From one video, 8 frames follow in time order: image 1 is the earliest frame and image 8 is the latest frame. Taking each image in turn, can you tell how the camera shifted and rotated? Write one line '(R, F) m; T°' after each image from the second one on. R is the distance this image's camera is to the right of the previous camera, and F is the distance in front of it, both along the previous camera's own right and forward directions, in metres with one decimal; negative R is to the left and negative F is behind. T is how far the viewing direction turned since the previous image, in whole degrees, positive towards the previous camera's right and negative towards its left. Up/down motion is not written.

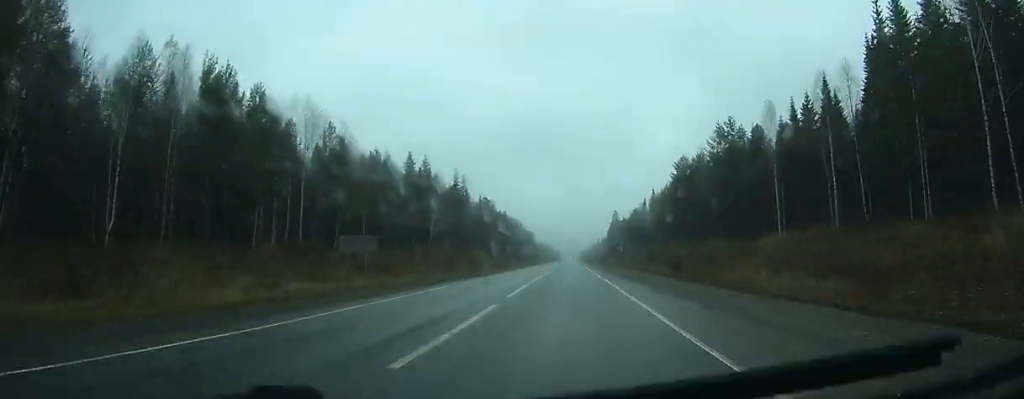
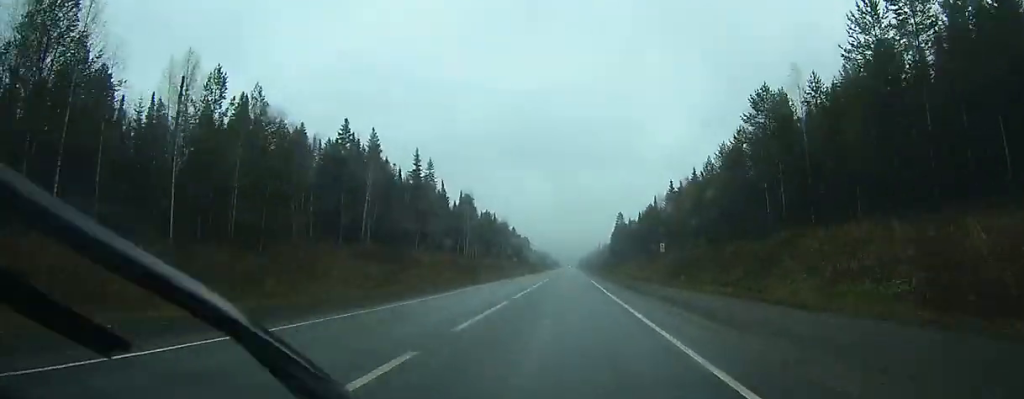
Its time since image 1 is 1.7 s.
(+0.4, +43.1) m; 0°
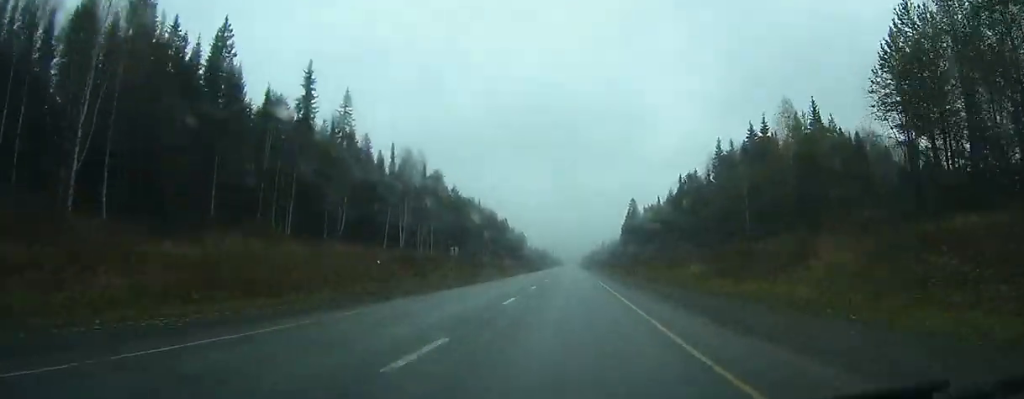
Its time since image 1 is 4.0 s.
(-0.3, +57.1) m; 0°
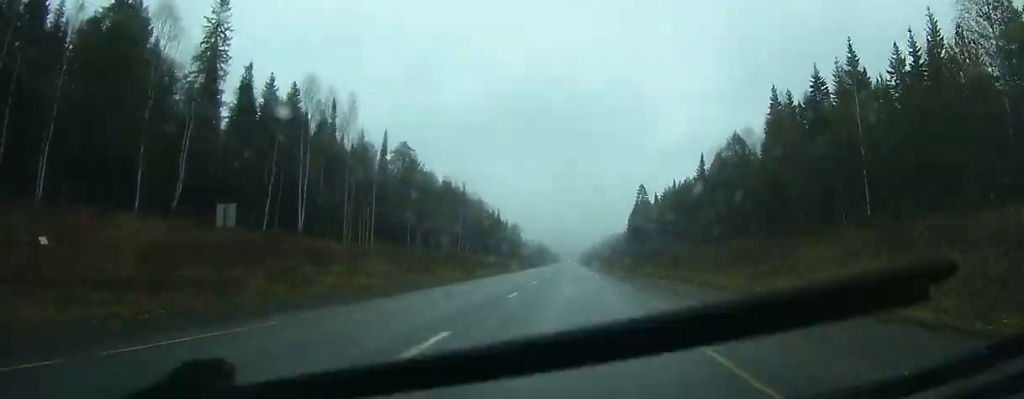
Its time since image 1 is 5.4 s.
(-0.2, +35.5) m; 0°
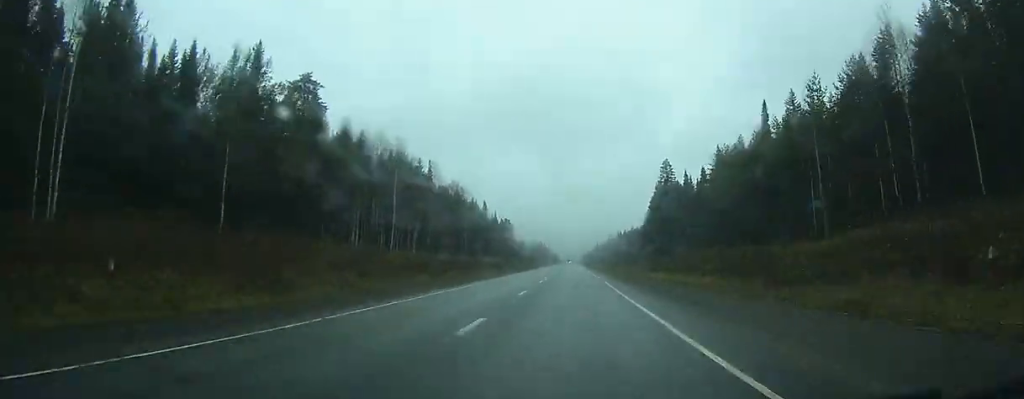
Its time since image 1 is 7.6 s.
(-0.1, +56.2) m; 0°
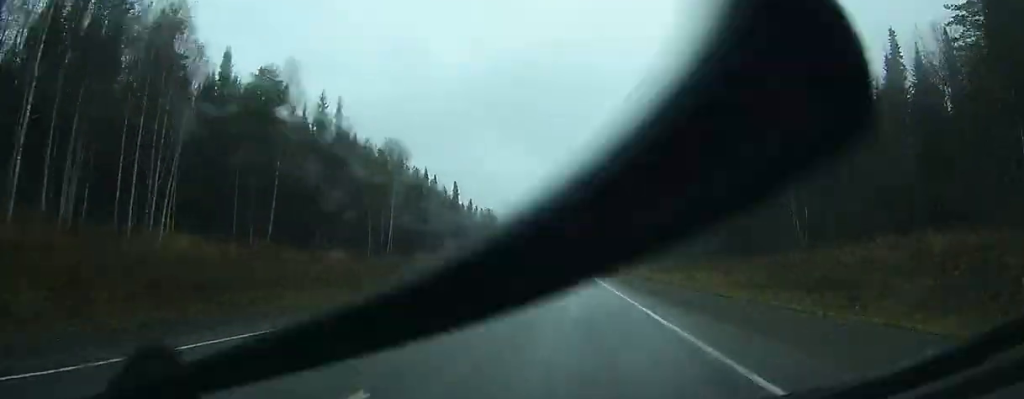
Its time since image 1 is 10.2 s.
(+0.2, +67.4) m; 0°
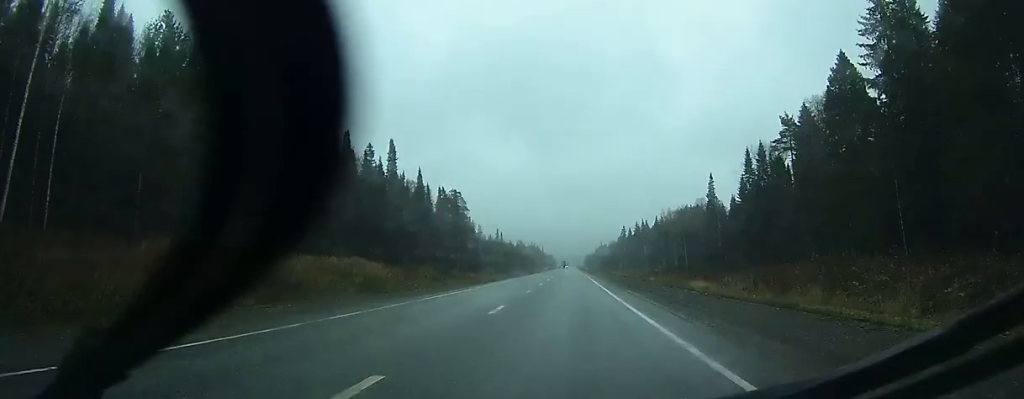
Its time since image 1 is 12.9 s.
(+0.1, +70.5) m; 0°
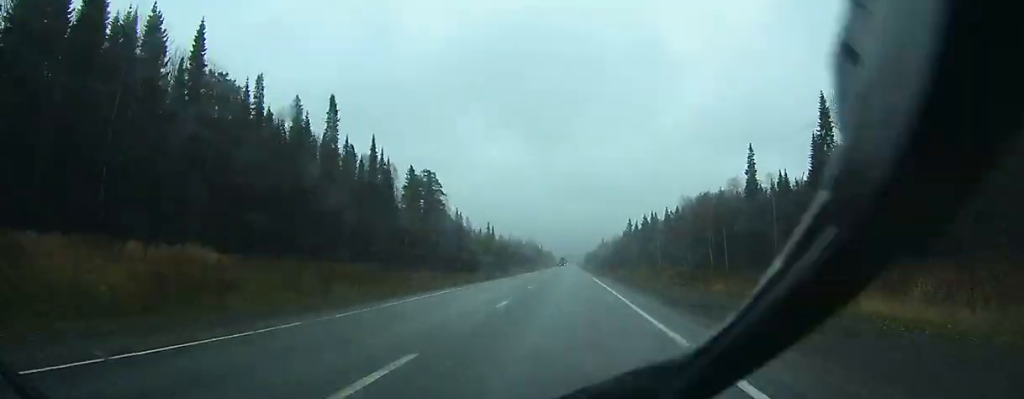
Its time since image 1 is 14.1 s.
(0.0, +34.0) m; 0°
